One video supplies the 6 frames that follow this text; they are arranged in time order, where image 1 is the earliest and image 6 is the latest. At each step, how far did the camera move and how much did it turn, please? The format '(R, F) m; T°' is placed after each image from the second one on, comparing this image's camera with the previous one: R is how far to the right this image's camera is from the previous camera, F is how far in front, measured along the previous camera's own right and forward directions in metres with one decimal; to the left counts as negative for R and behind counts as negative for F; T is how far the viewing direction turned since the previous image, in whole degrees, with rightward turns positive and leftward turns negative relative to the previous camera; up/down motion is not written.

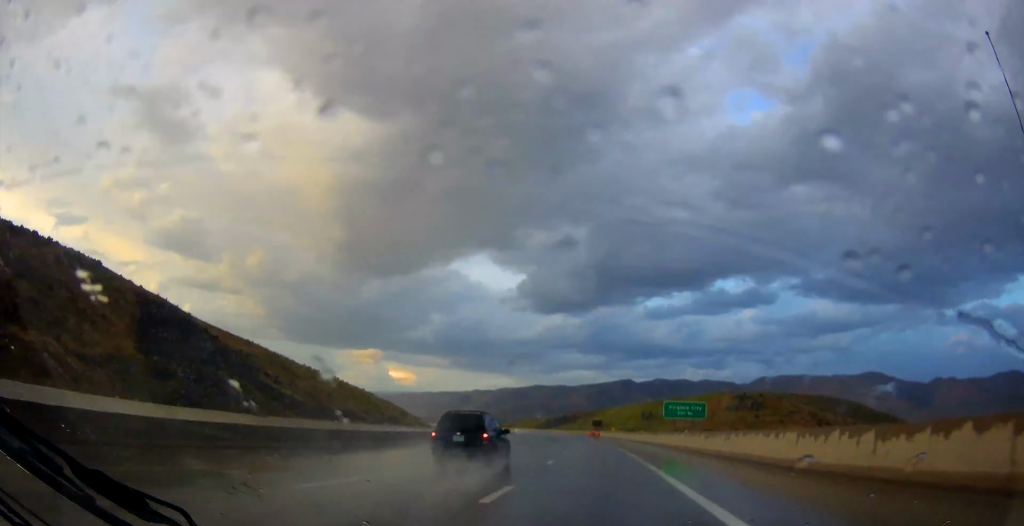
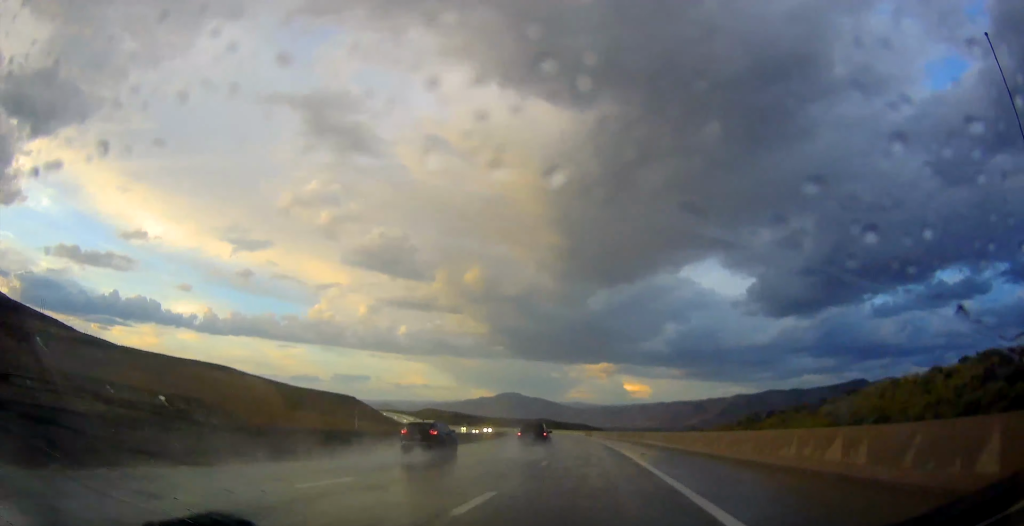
(-80.2, +371.2) m; -23°
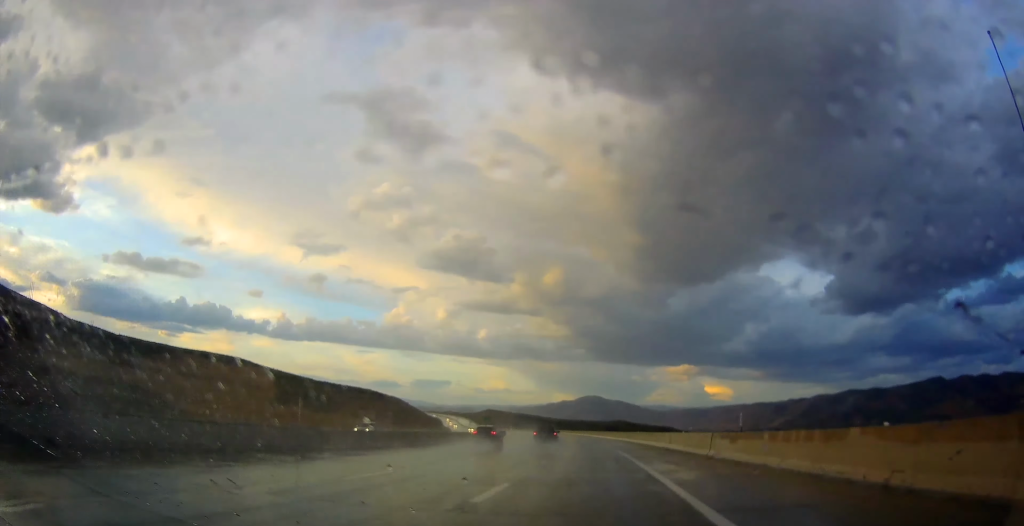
(-3.8, +131.4) m; -7°
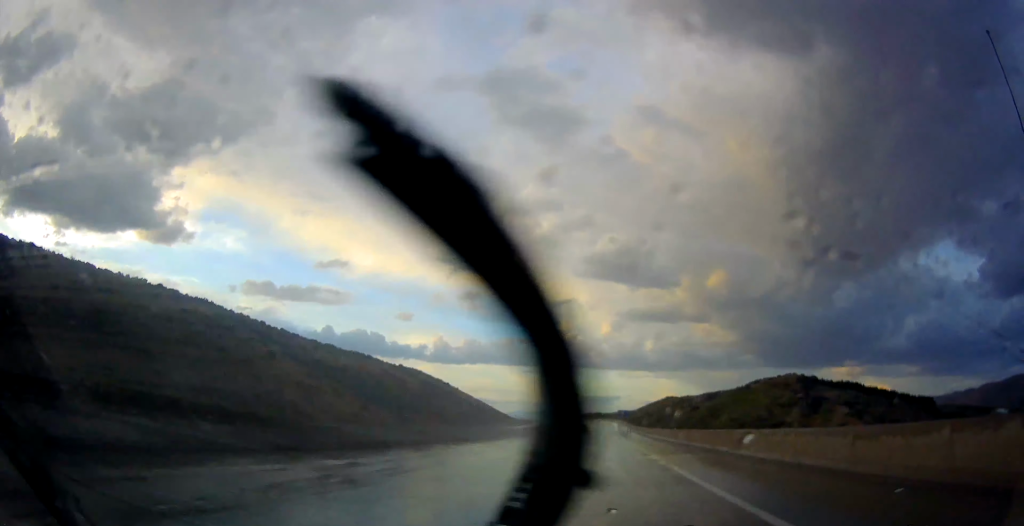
(-75.9, +489.4) m; -12°
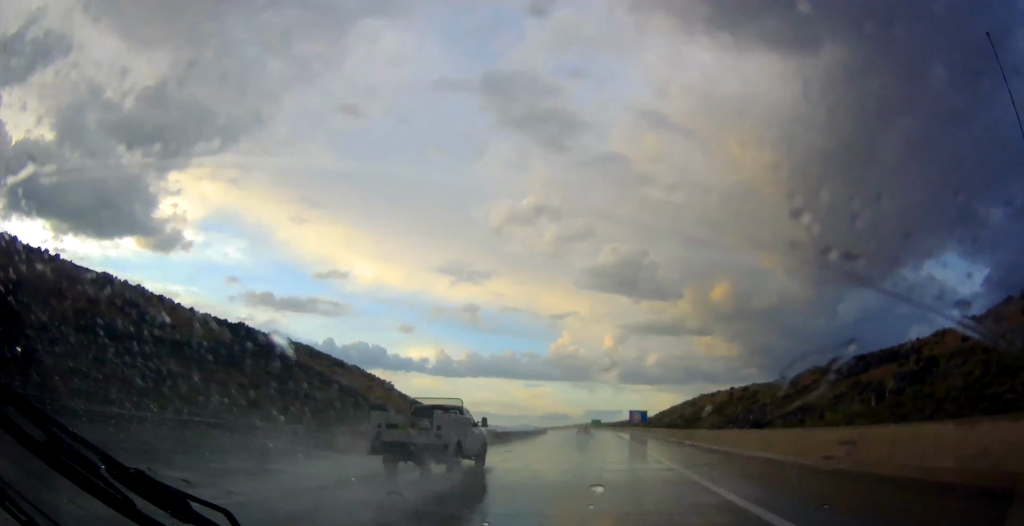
(-0.1, +119.0) m; -3°
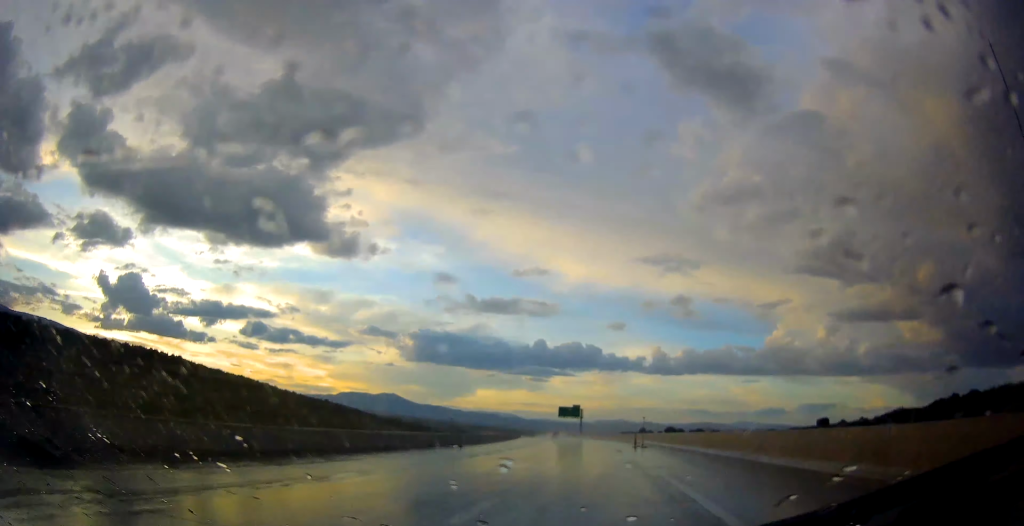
(-76.2, +457.8) m; -20°
